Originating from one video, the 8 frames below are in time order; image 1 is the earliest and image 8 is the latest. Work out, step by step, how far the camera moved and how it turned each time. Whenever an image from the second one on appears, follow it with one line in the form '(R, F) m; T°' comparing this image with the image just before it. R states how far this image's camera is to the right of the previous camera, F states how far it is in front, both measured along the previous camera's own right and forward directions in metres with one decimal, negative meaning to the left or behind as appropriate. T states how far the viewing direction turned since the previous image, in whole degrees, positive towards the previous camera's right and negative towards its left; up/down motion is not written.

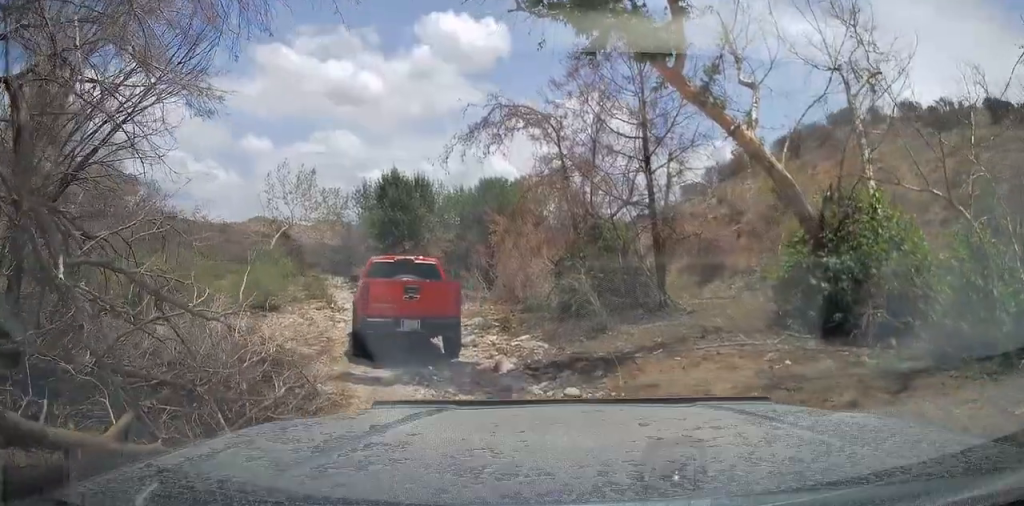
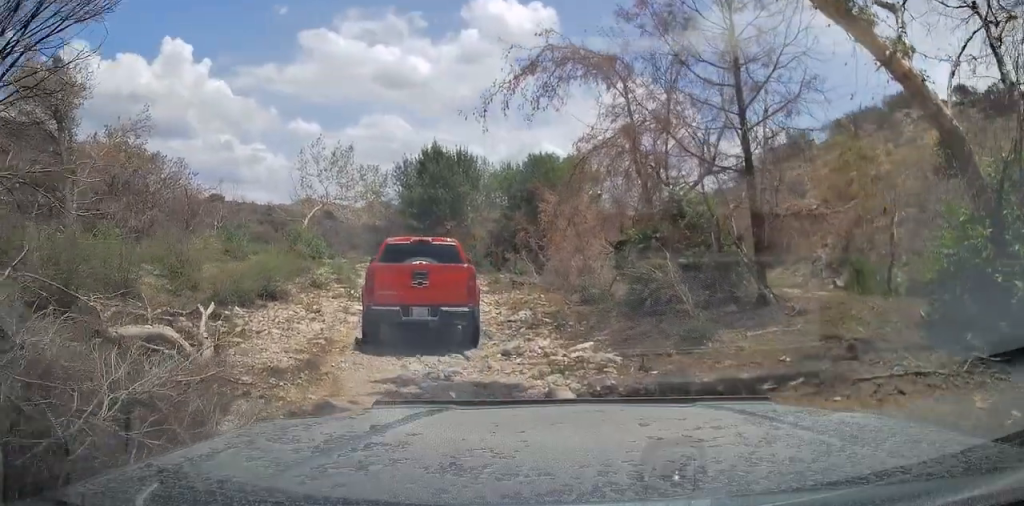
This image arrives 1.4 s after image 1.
(-0.2, +3.2) m; -7°
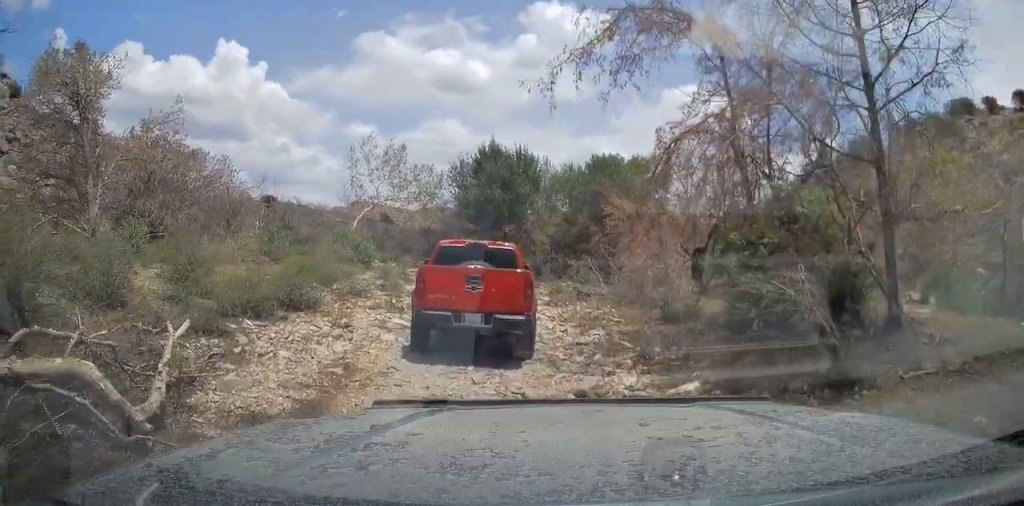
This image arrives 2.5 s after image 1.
(-0.2, +2.6) m; -8°
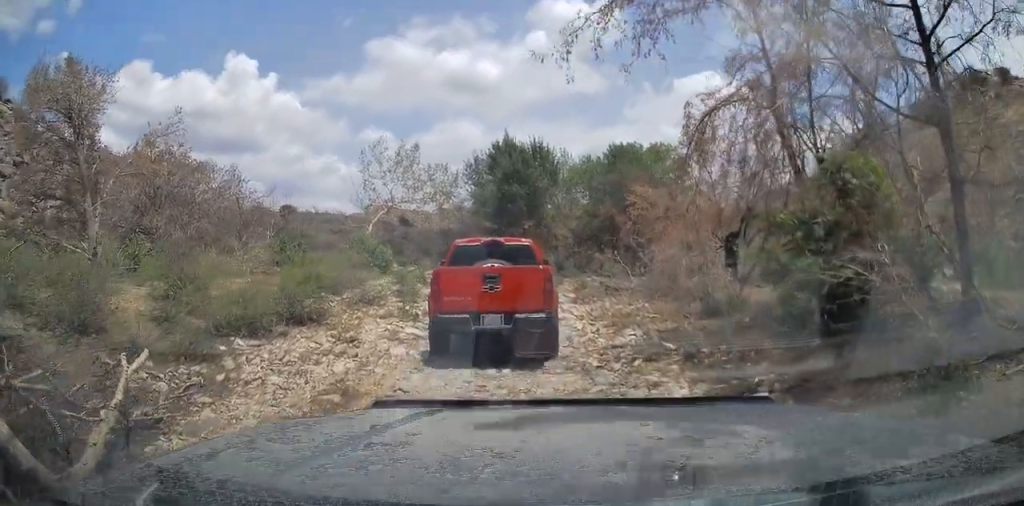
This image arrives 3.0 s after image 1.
(0.0, +1.4) m; -5°
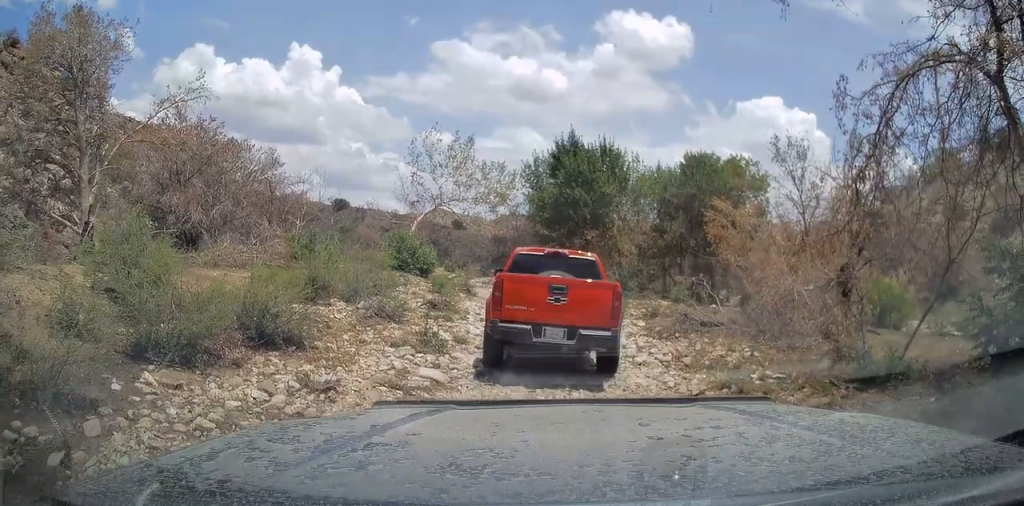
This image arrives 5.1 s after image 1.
(-0.4, +4.4) m; -3°
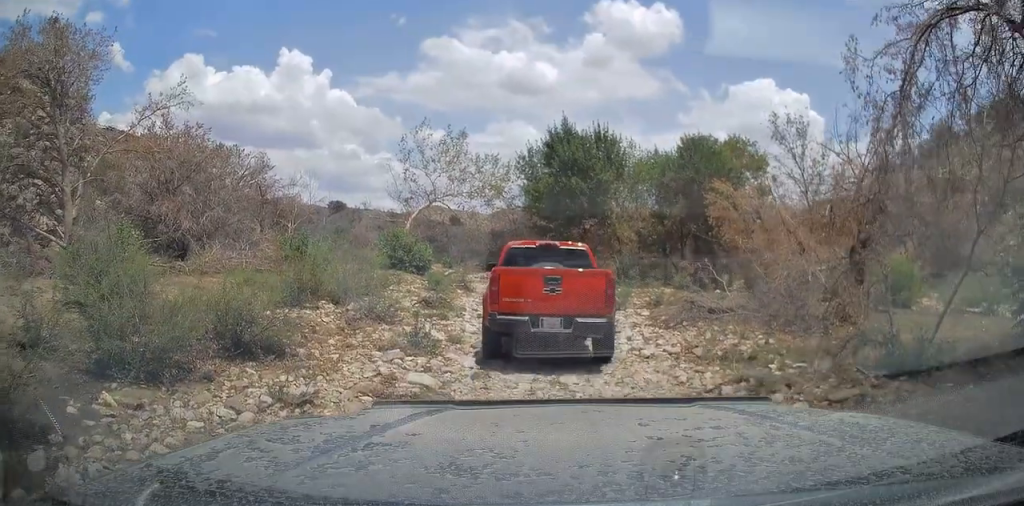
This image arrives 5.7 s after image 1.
(+0.1, +0.9) m; 0°
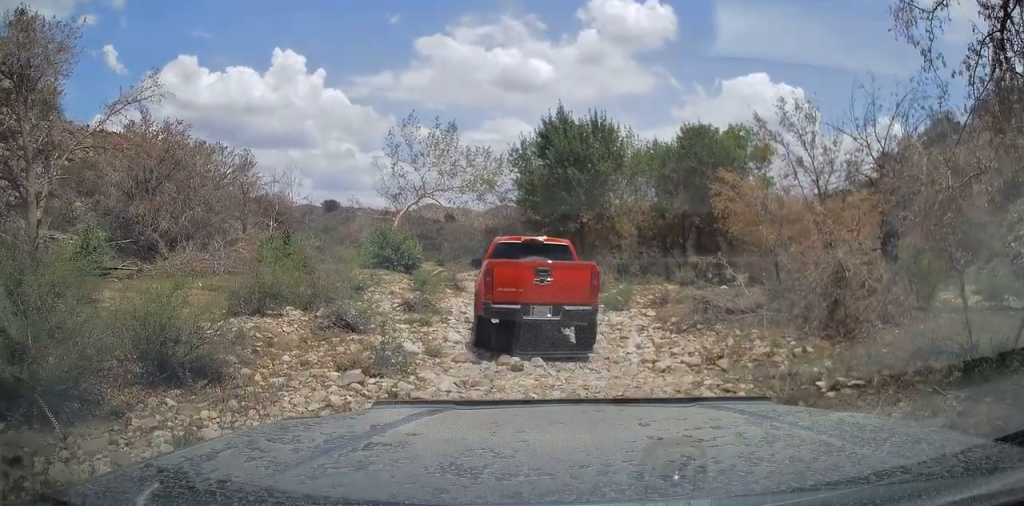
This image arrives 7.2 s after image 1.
(-0.7, +1.1) m; 0°
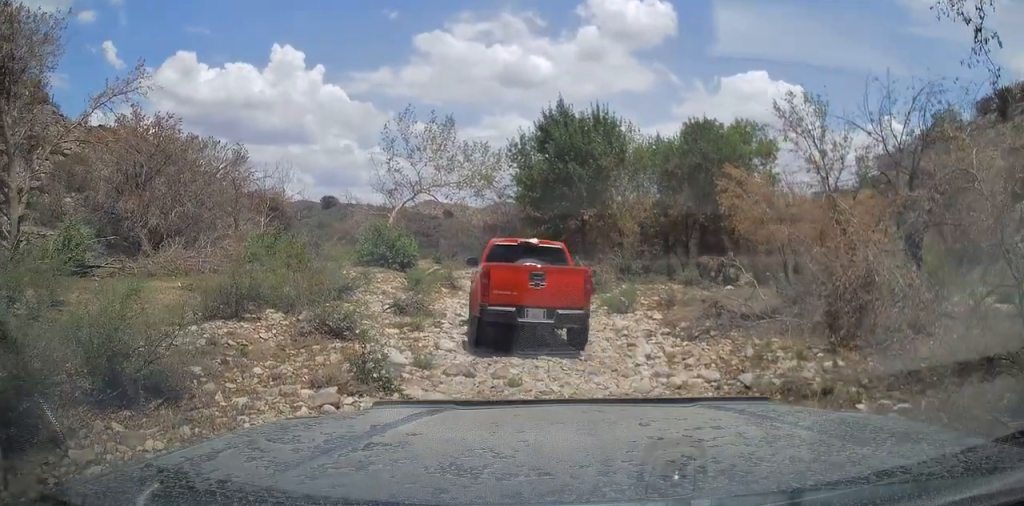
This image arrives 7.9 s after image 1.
(+0.1, +0.9) m; 0°
